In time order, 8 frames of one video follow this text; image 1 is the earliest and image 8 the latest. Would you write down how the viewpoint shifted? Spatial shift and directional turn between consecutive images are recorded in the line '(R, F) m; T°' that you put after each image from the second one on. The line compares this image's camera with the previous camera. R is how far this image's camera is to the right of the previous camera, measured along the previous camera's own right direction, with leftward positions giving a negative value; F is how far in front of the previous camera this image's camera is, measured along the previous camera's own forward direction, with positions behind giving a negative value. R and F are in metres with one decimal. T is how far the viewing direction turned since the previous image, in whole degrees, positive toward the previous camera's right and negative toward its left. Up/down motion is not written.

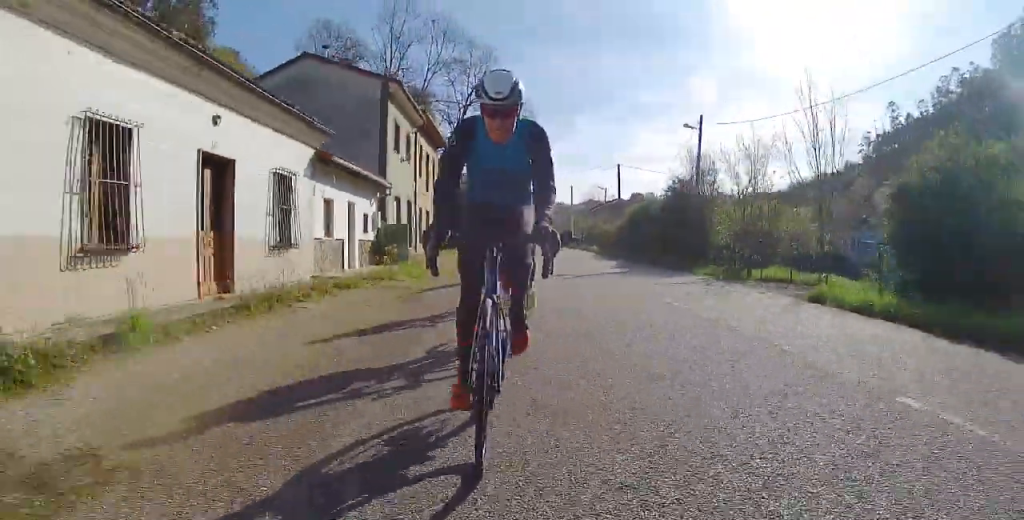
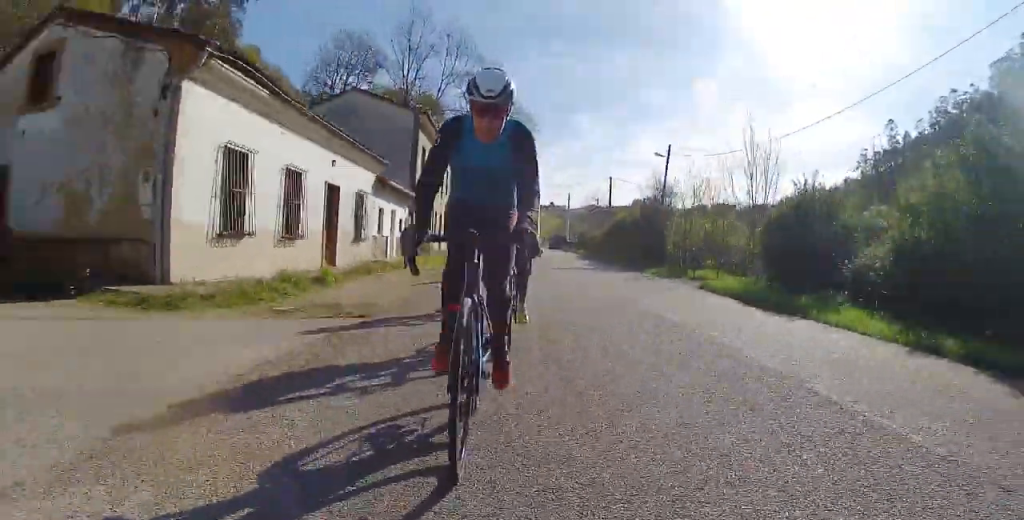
(0.0, +6.4) m; +1°
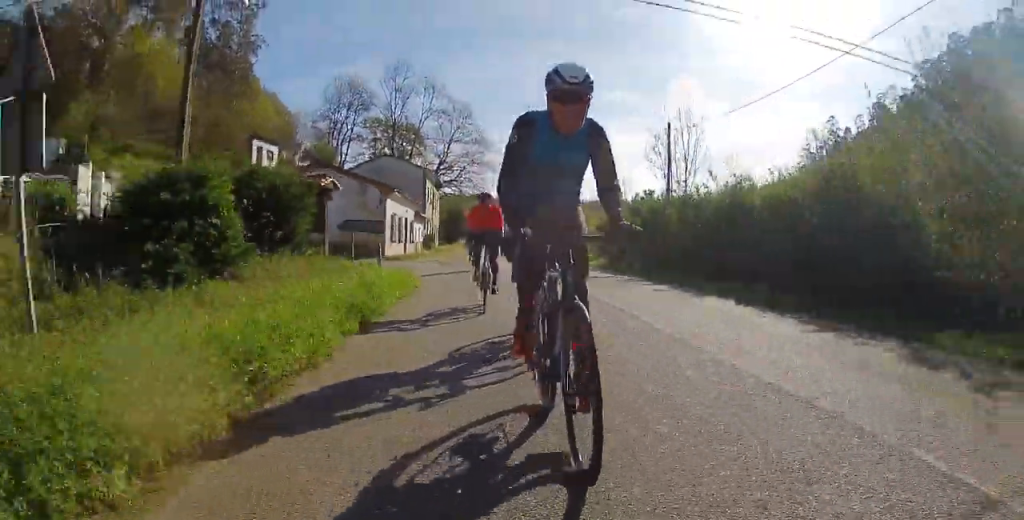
(+0.4, +21.7) m; +1°
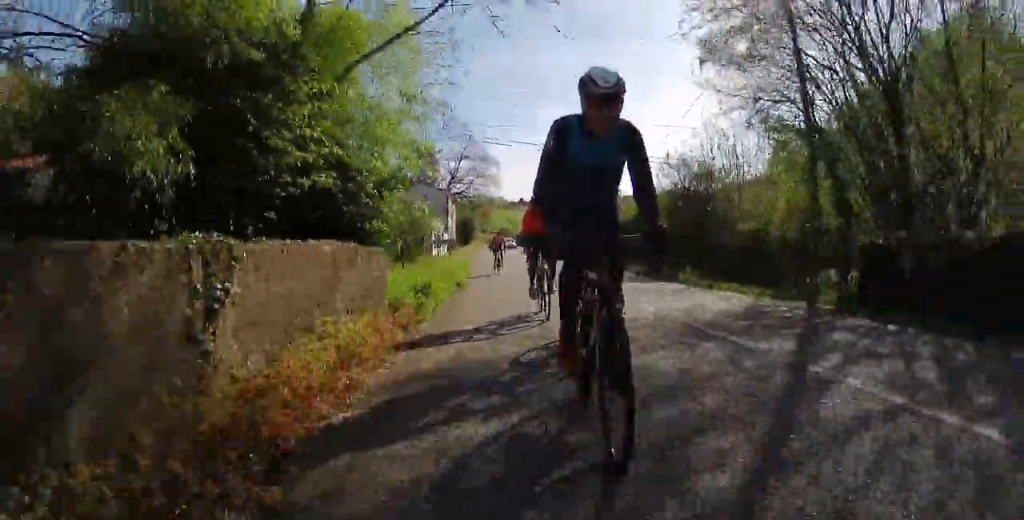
(-0.1, +18.7) m; -6°
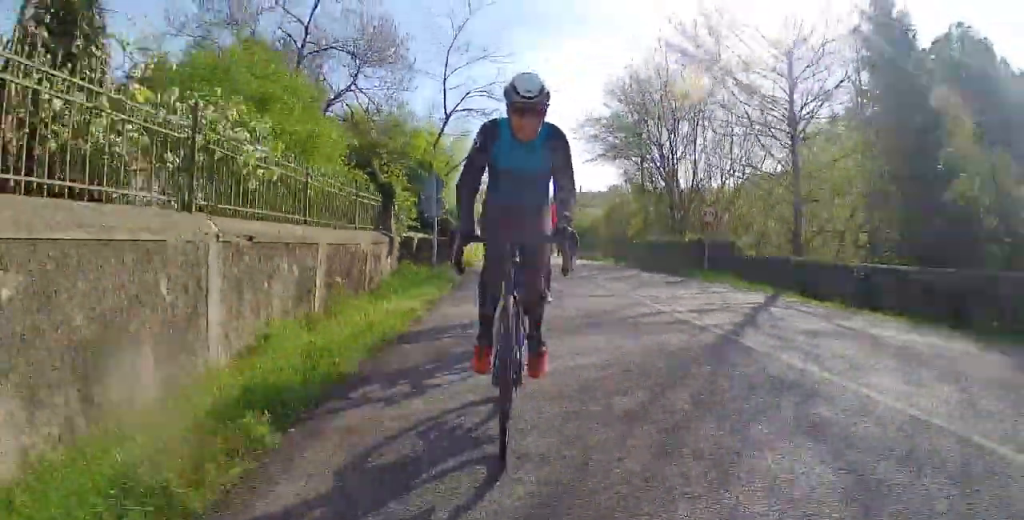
(-1.5, +16.0) m; -5°
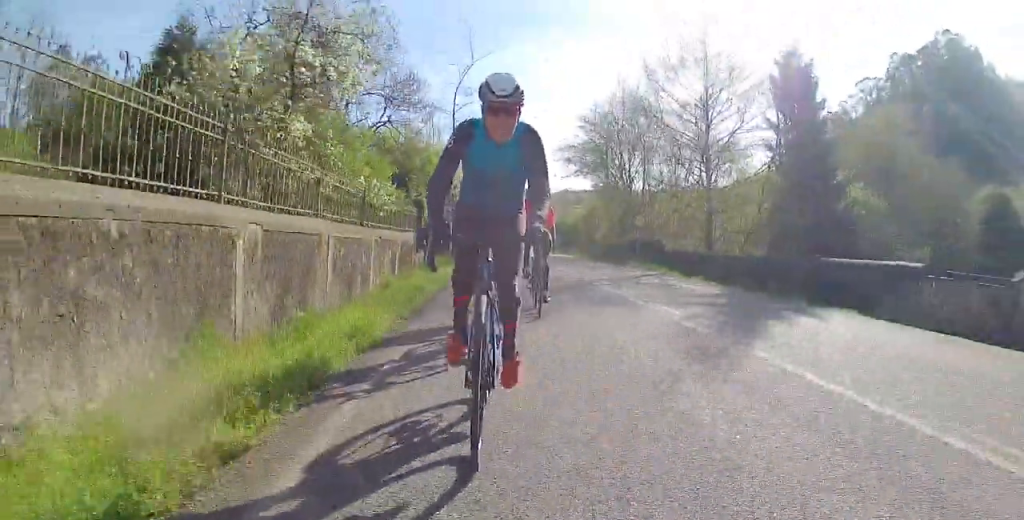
(0.0, +7.3) m; 0°
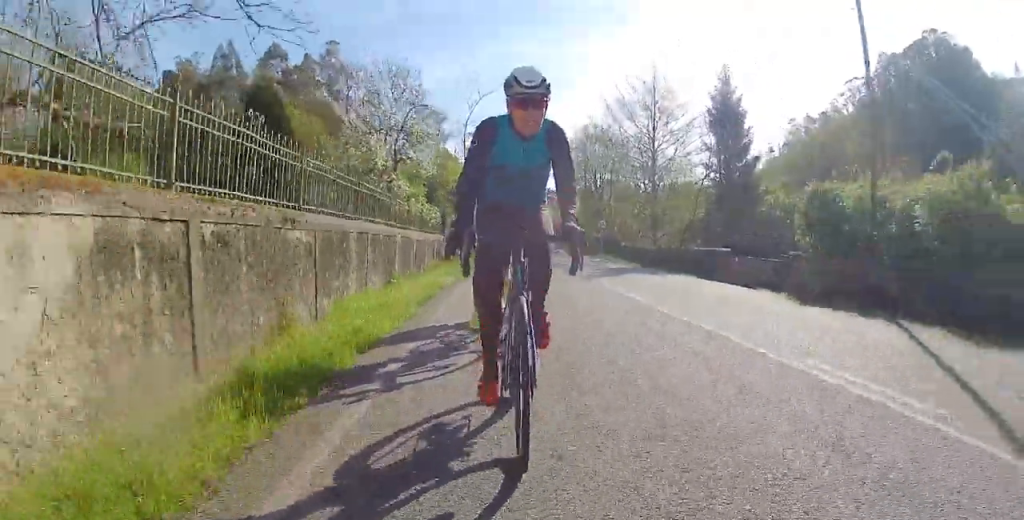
(0.0, +8.7) m; 0°
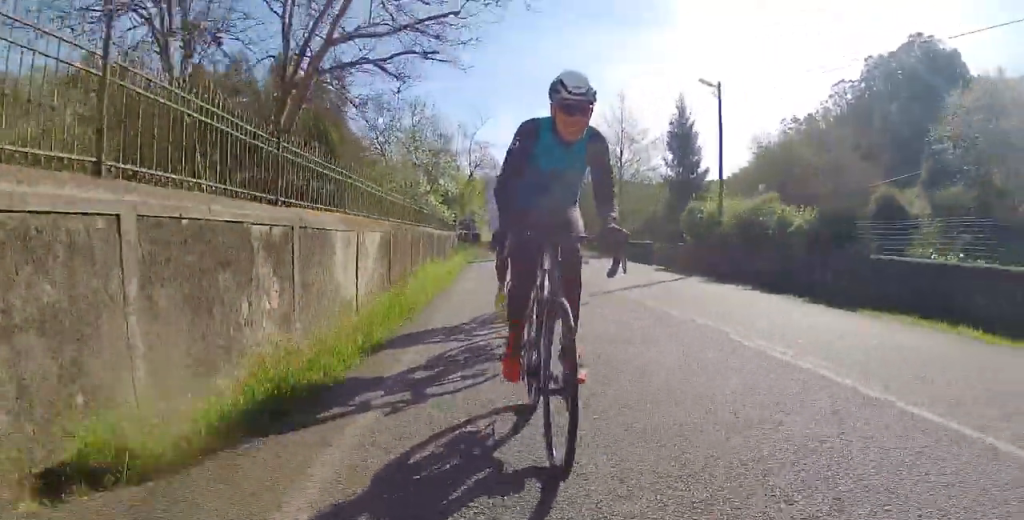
(0.0, +8.3) m; 0°
